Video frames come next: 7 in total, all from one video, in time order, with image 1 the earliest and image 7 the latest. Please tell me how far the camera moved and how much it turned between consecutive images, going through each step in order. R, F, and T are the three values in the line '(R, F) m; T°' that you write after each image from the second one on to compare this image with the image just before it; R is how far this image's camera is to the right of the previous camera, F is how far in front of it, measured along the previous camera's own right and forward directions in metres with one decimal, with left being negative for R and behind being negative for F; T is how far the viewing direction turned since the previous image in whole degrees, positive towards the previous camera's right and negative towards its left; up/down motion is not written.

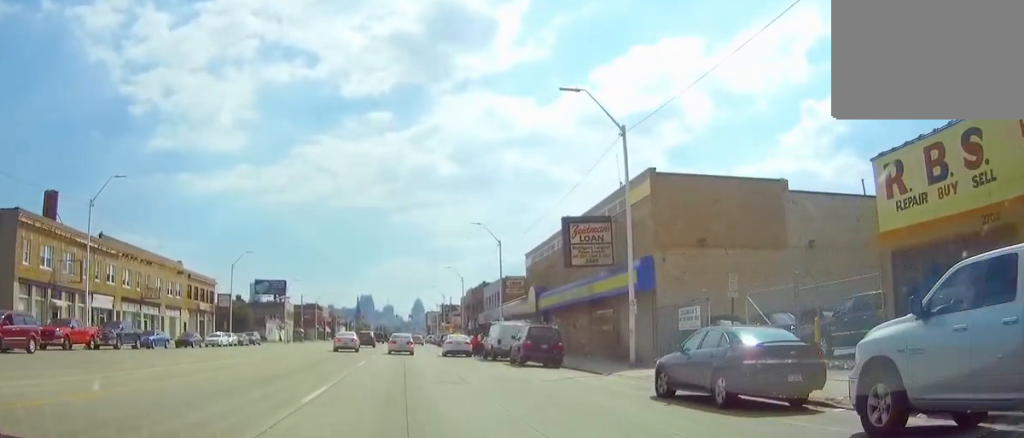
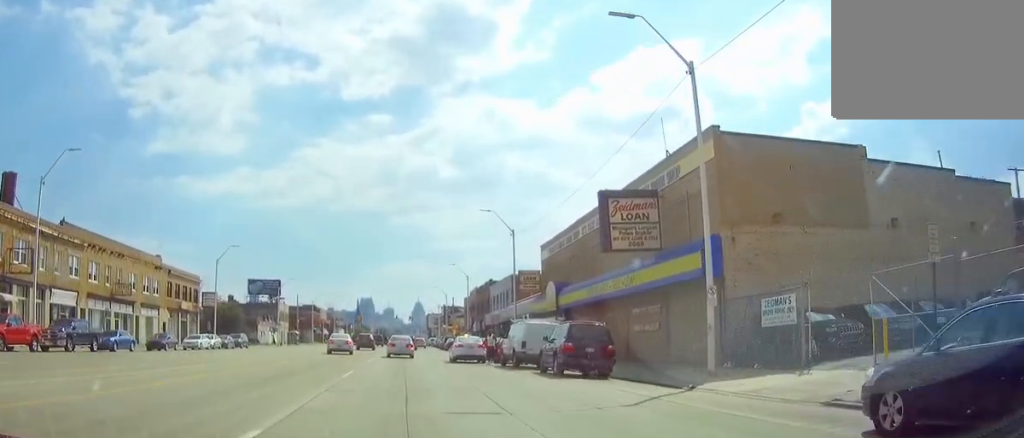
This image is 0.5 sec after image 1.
(0.0, +7.8) m; 0°
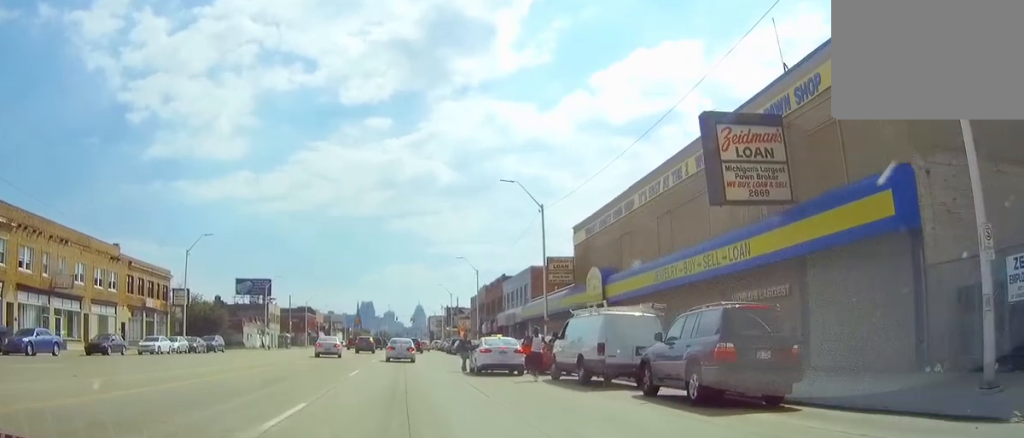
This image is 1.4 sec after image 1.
(-0.1, +11.9) m; -1°
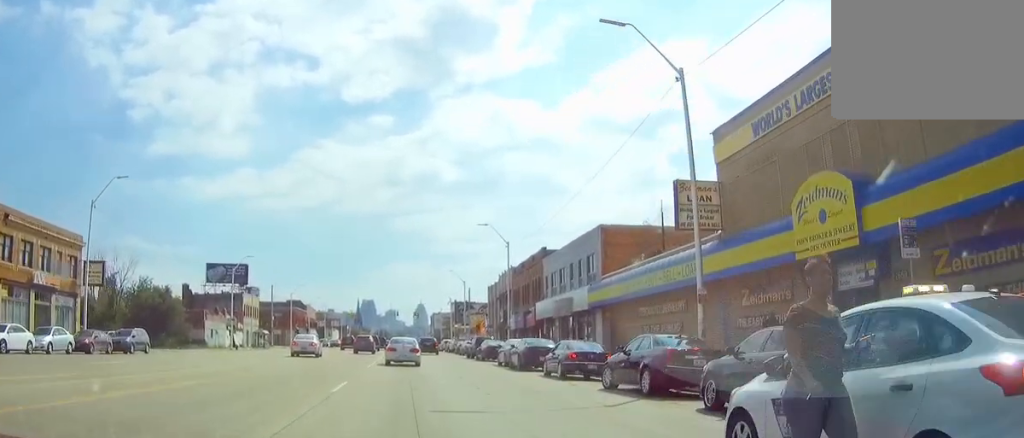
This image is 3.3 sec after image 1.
(-0.2, +24.1) m; -1°
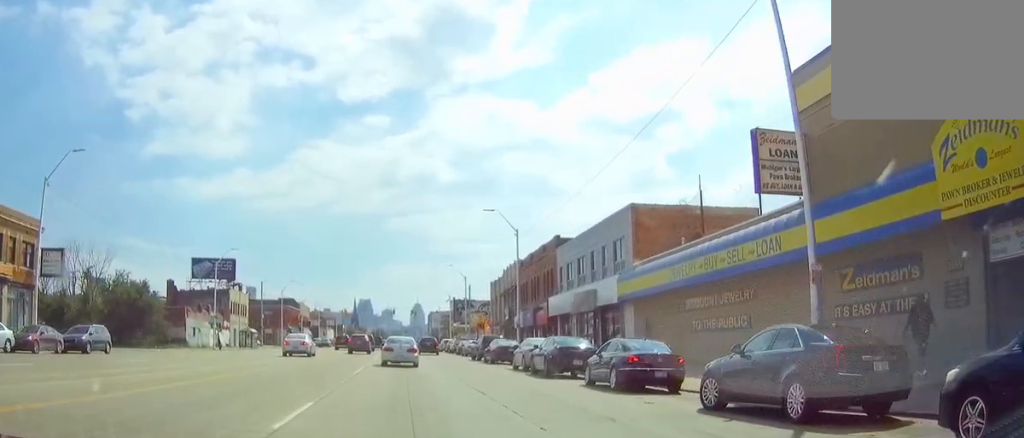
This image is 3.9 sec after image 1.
(0.0, +7.5) m; 0°
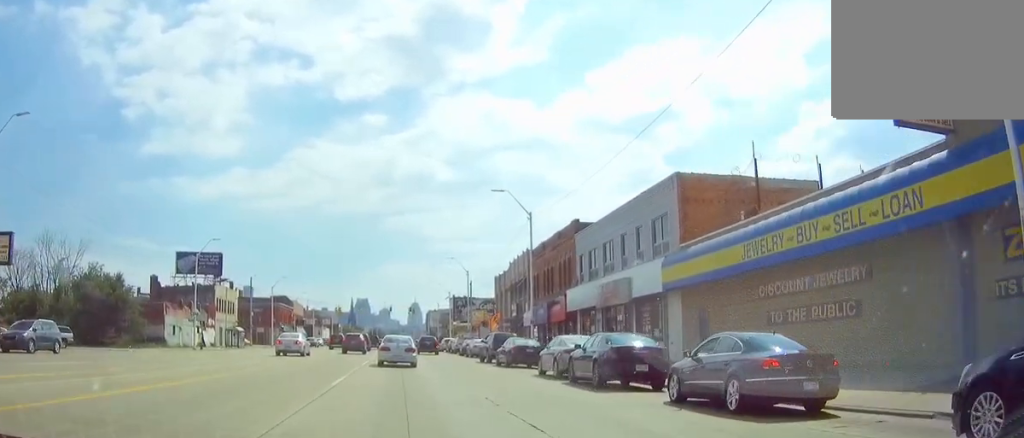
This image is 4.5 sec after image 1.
(-0.1, +7.5) m; 0°
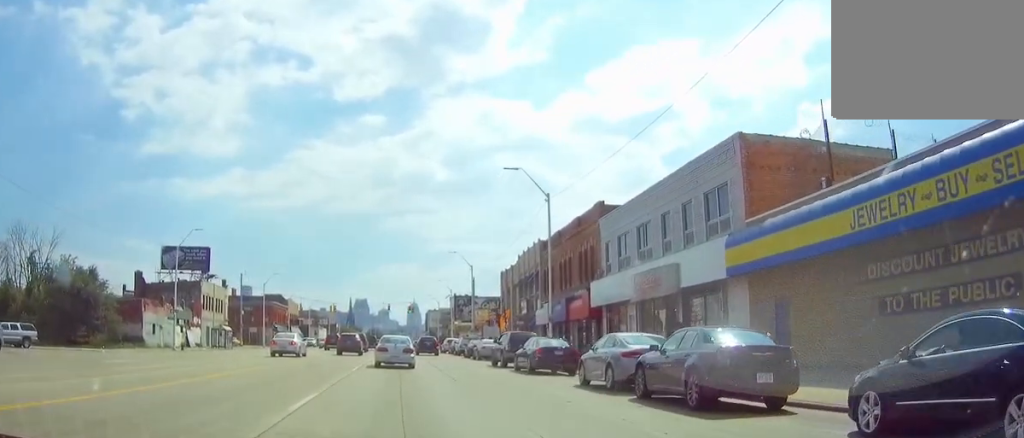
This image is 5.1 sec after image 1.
(0.0, +6.9) m; 0°
